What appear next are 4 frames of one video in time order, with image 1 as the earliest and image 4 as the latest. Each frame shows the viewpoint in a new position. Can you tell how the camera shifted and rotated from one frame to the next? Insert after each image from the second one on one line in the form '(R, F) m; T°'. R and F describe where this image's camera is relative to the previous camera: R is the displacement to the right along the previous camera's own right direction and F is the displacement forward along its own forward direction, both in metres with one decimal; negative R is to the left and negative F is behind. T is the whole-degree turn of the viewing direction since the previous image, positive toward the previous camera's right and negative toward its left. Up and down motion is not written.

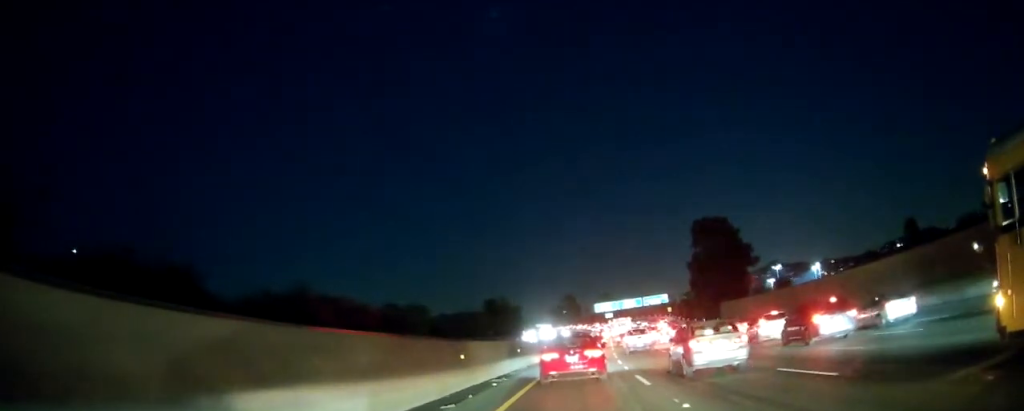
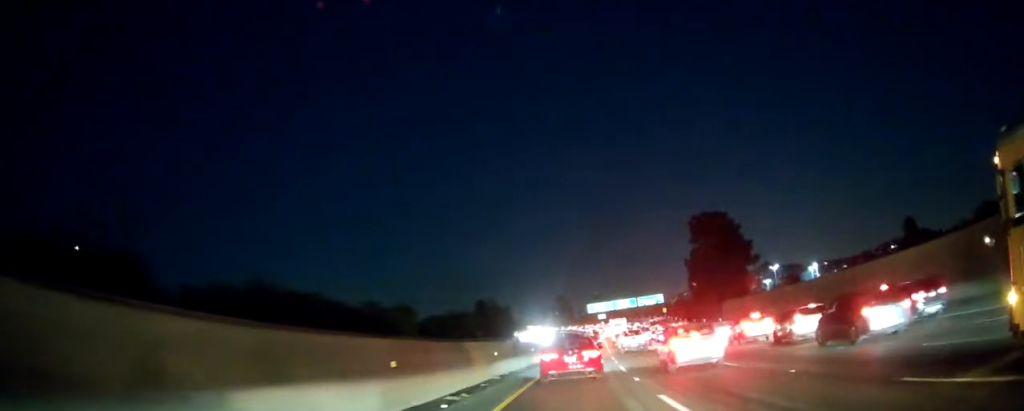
(-0.1, +6.7) m; -1°
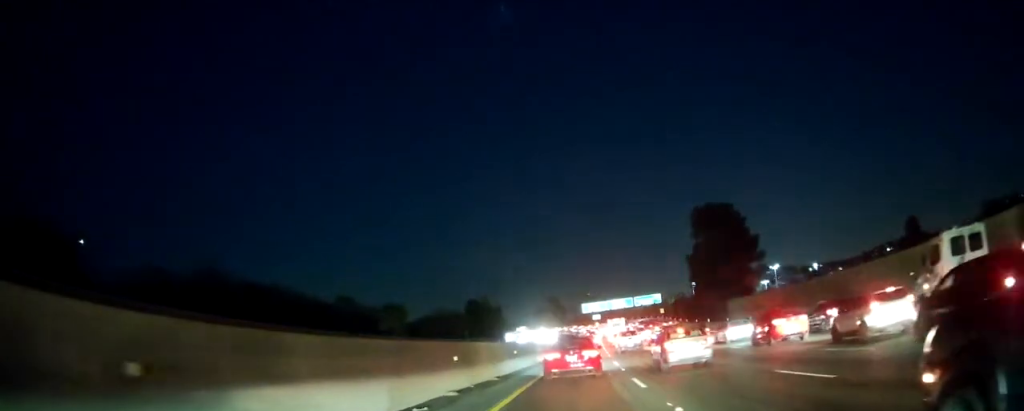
(-0.2, +7.4) m; -1°
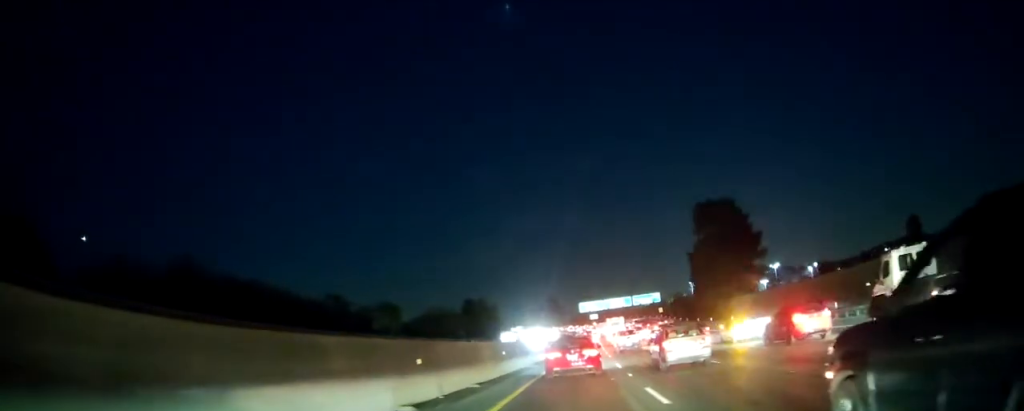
(+0.1, +3.9) m; +1°
